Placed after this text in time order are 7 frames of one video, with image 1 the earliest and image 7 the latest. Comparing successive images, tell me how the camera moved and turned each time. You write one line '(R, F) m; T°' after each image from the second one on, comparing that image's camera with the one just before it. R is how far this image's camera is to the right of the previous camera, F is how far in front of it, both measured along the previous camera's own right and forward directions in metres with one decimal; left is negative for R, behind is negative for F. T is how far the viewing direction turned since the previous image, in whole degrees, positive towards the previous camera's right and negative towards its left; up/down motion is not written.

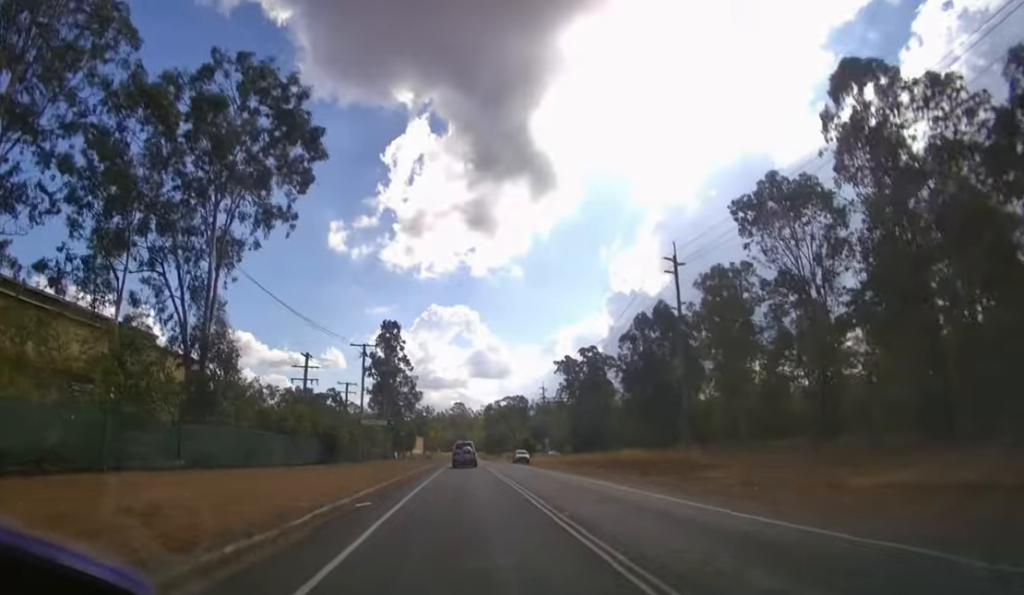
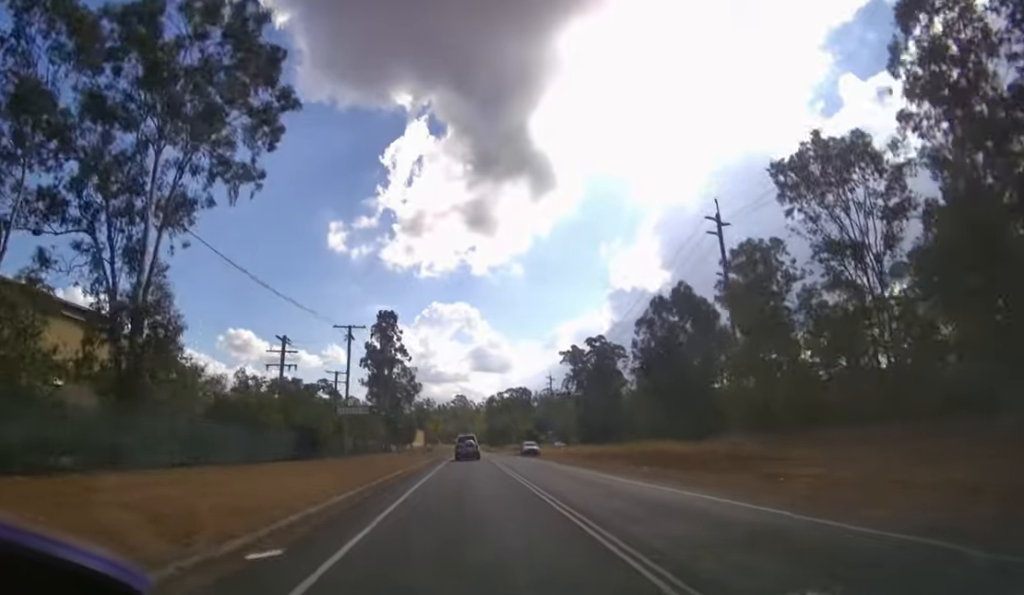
(0.0, +5.4) m; 0°
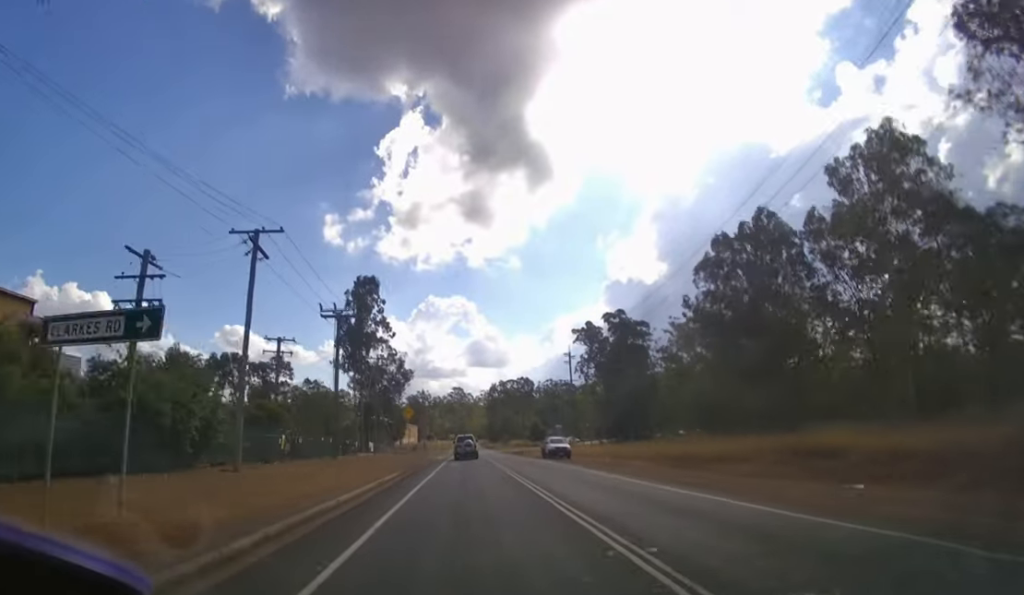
(+0.1, +15.7) m; 0°
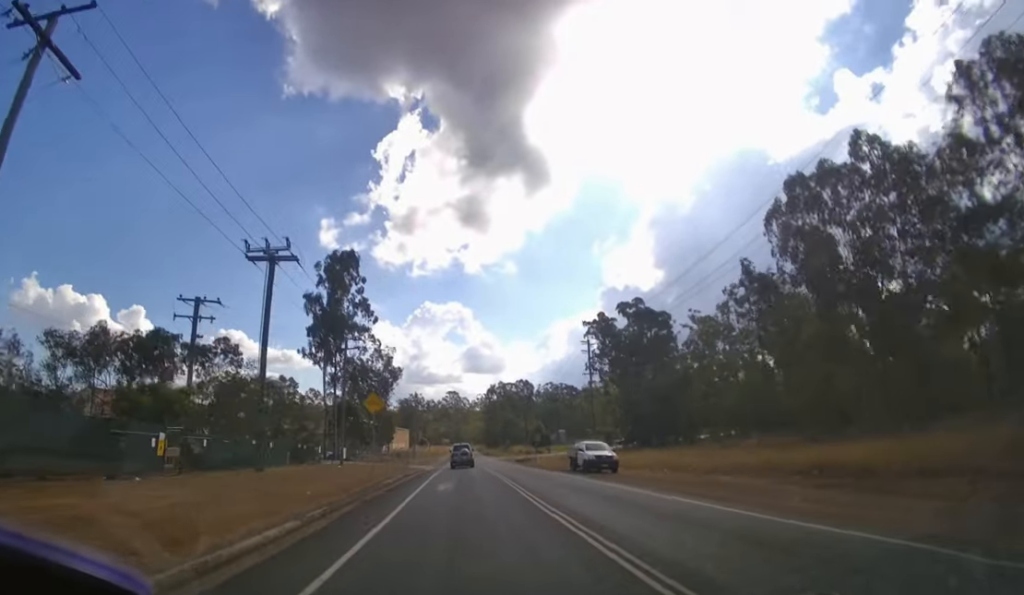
(0.0, +11.8) m; 0°
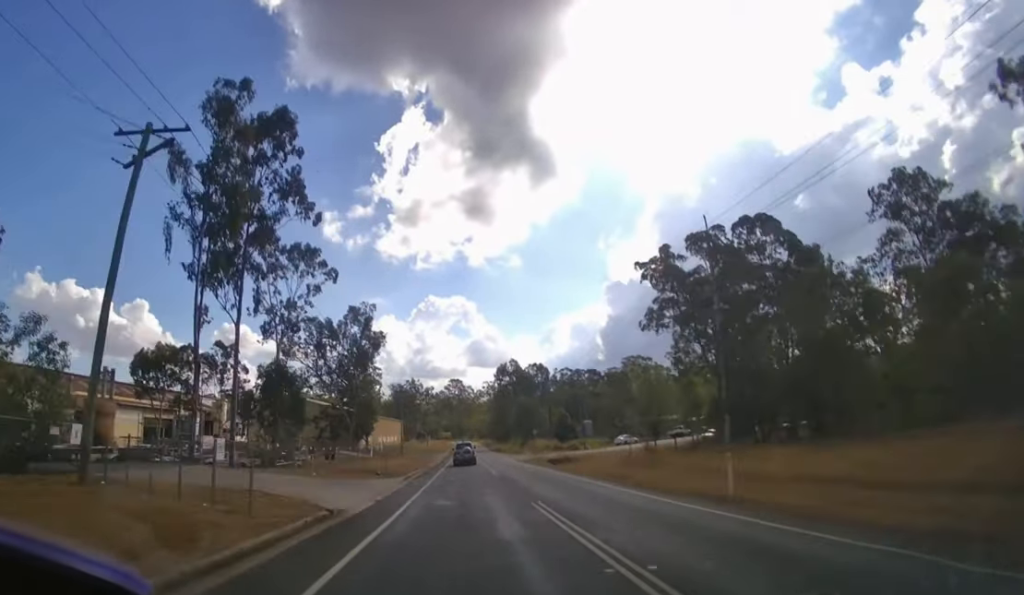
(+0.1, +28.8) m; 0°
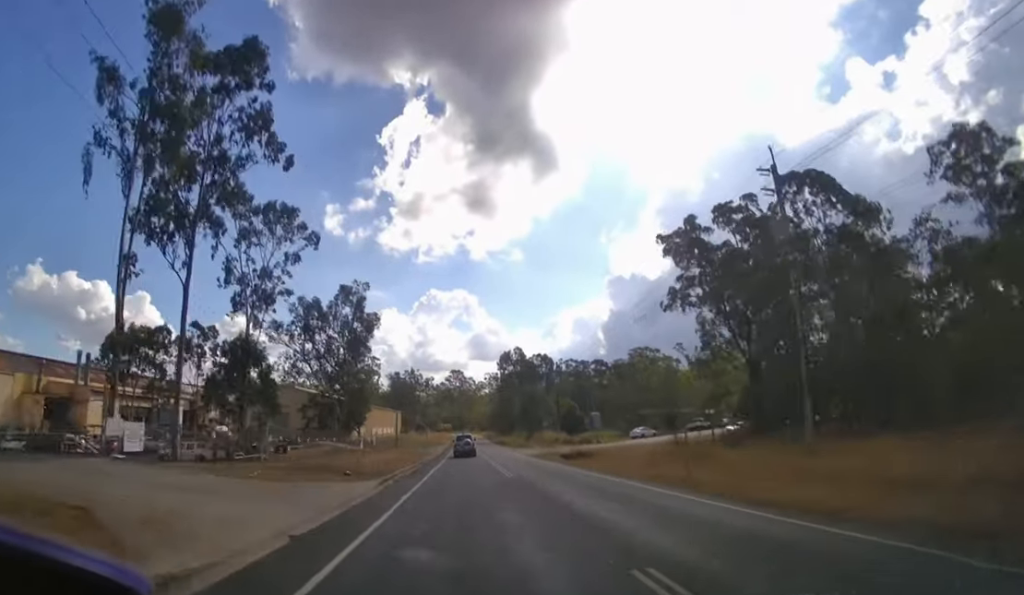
(0.0, +7.7) m; 0°
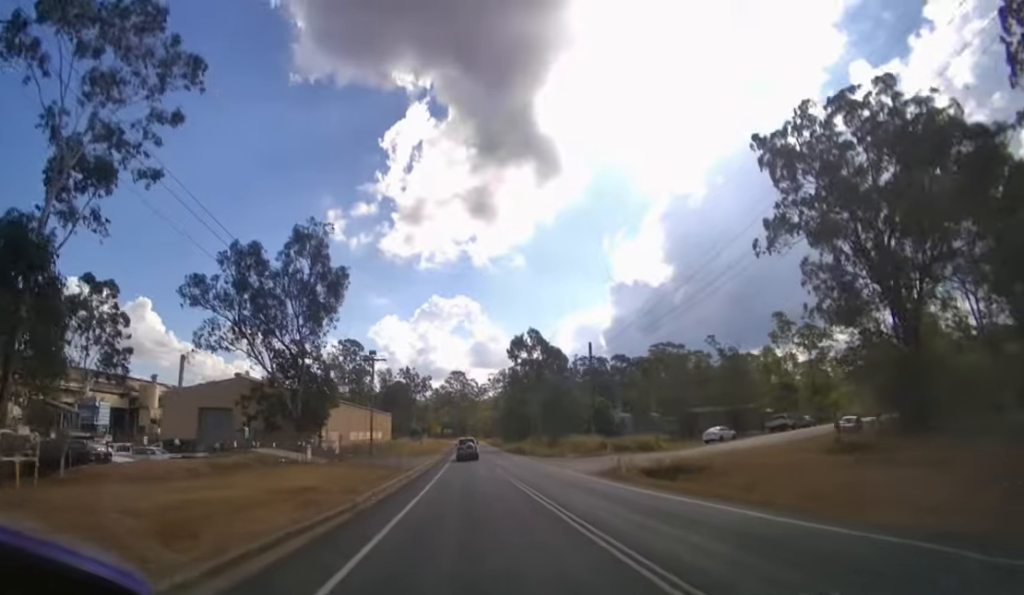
(-0.1, +25.6) m; 0°
